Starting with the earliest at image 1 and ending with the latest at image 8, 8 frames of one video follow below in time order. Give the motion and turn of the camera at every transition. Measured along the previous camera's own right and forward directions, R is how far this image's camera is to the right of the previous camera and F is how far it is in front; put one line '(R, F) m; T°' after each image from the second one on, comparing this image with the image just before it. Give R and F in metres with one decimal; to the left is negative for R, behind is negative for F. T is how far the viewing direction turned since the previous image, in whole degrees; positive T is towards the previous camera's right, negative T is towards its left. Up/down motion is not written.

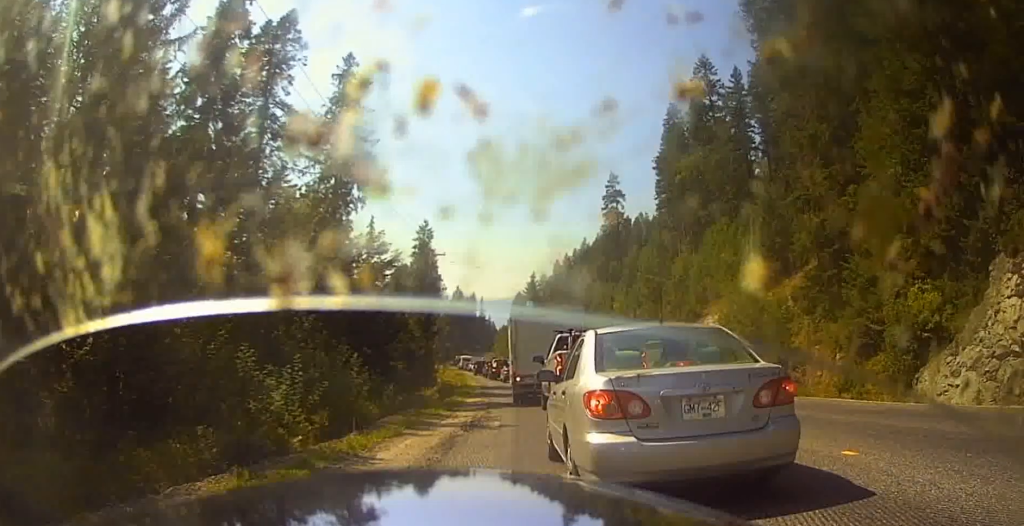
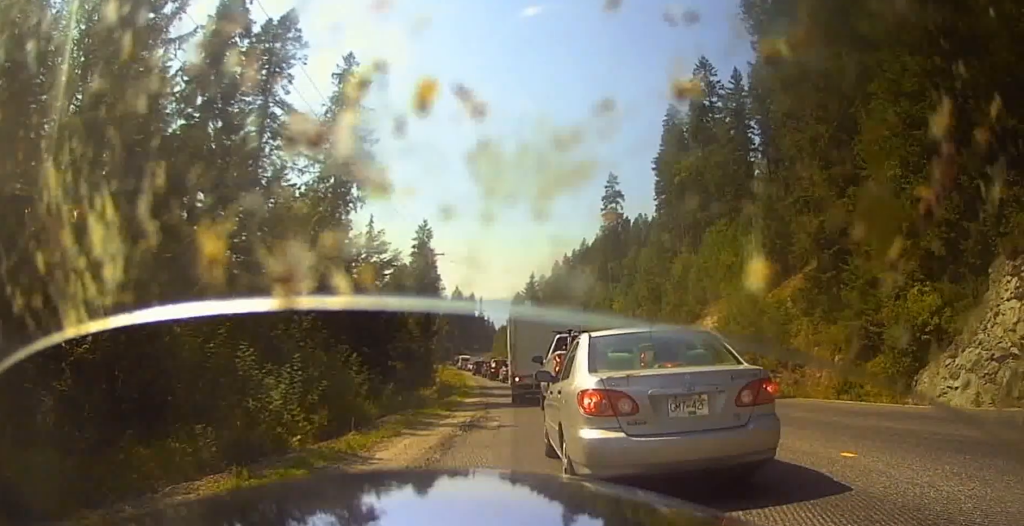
(0.0, 0.0) m; 0°
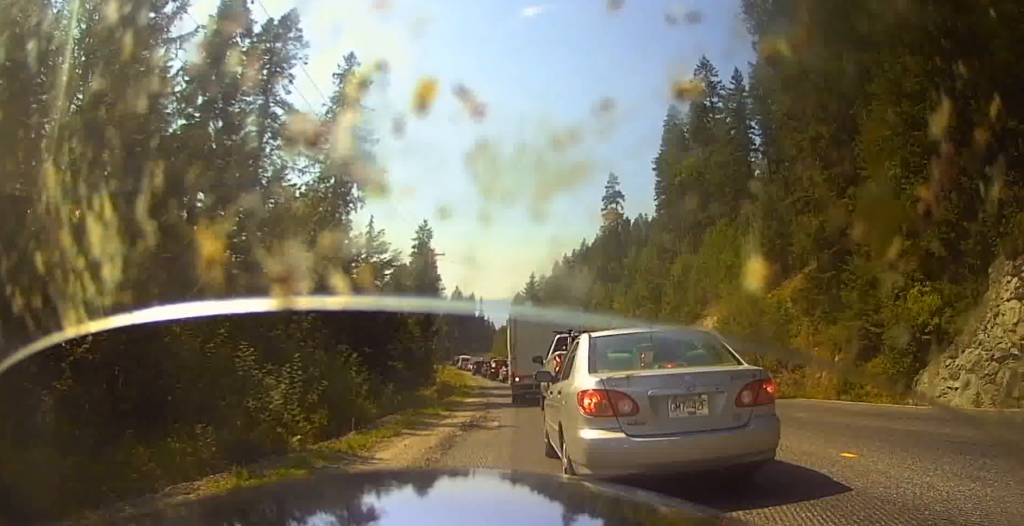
(0.0, 0.0) m; 0°
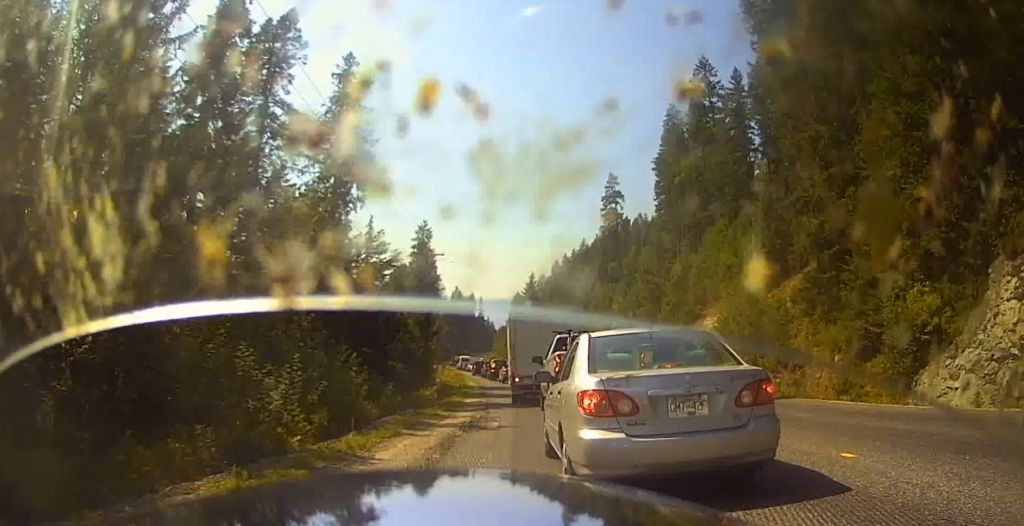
(0.0, 0.0) m; 0°
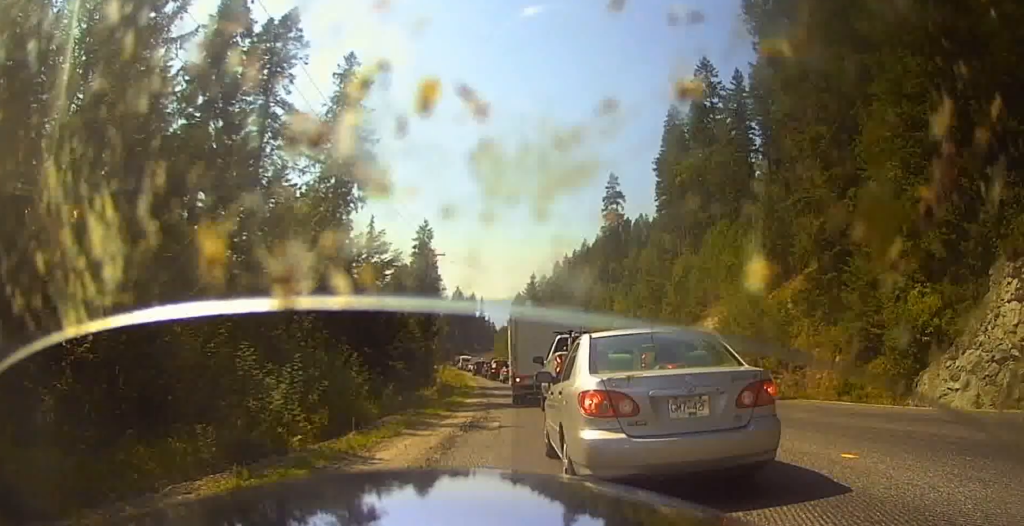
(+0.1, +0.2) m; 0°
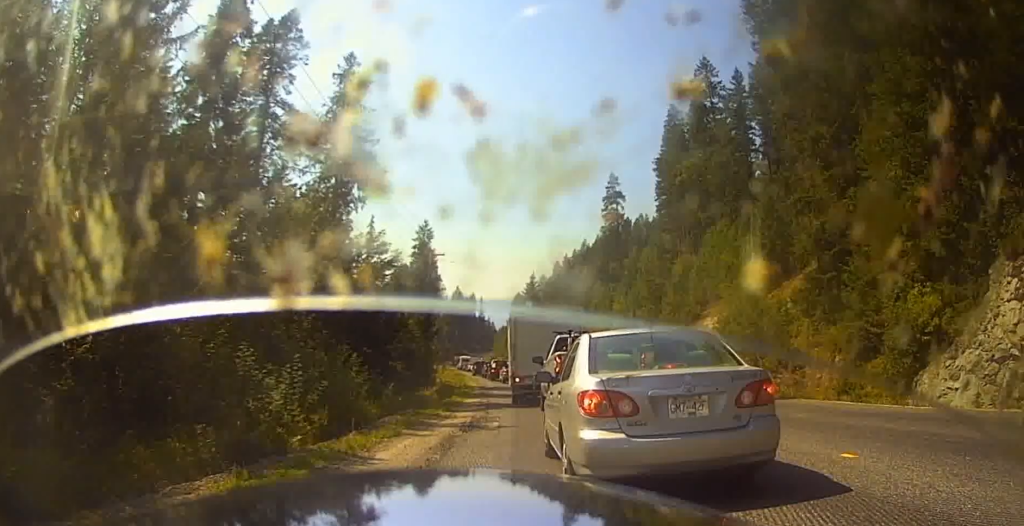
(+0.1, +0.2) m; 0°
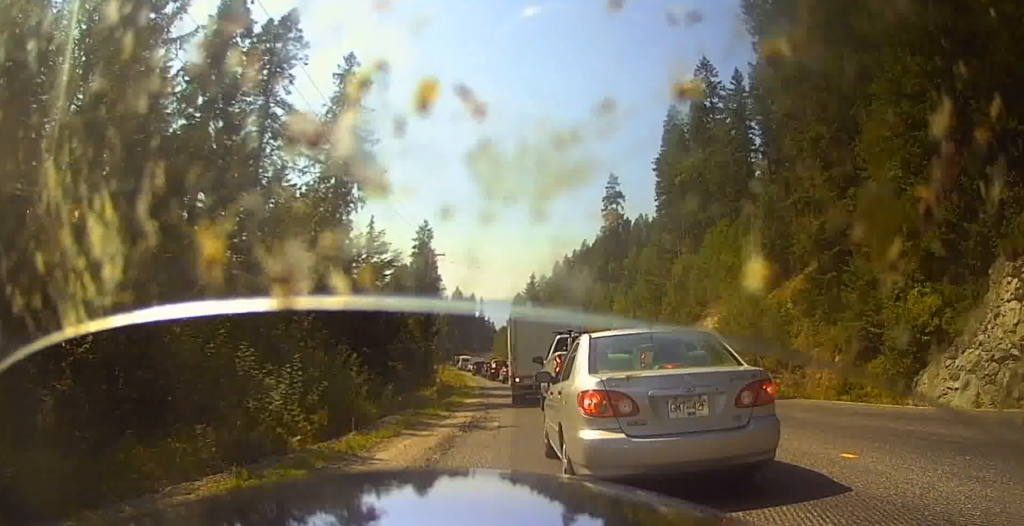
(0.0, 0.0) m; 0°
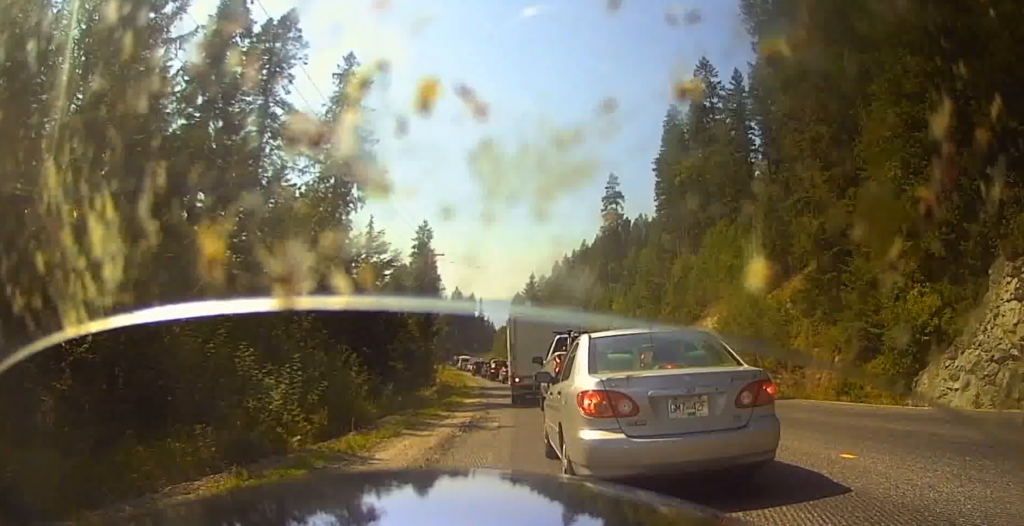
(0.0, 0.0) m; 0°
